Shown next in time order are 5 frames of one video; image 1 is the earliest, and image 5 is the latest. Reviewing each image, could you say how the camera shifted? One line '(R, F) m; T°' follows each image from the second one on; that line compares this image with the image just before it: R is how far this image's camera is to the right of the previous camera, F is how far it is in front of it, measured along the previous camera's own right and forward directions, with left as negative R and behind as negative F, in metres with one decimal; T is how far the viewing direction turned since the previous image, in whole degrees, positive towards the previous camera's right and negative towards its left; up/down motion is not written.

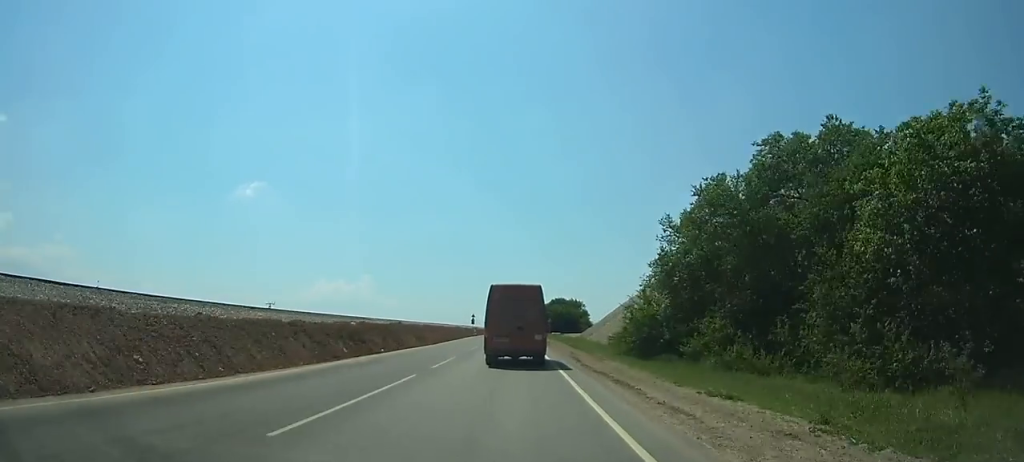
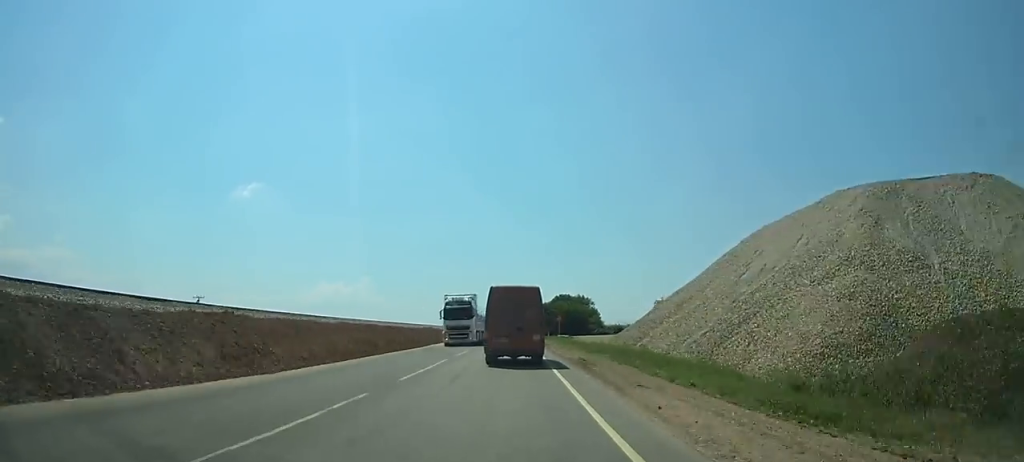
(-0.1, +27.7) m; 0°
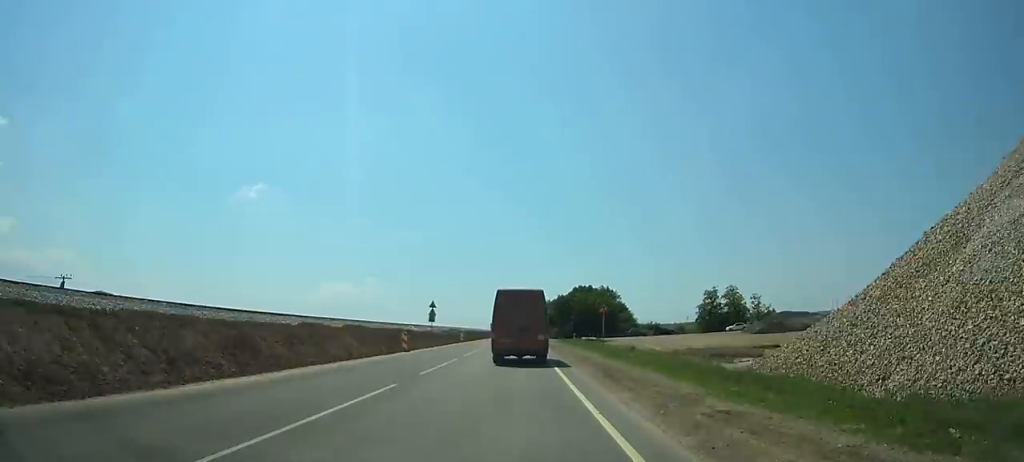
(0.0, +33.8) m; 0°
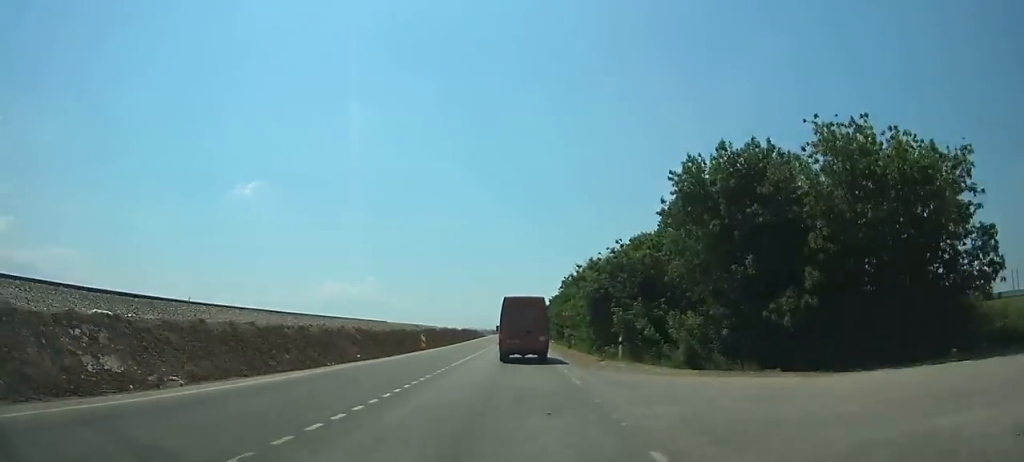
(-0.2, +93.3) m; 0°
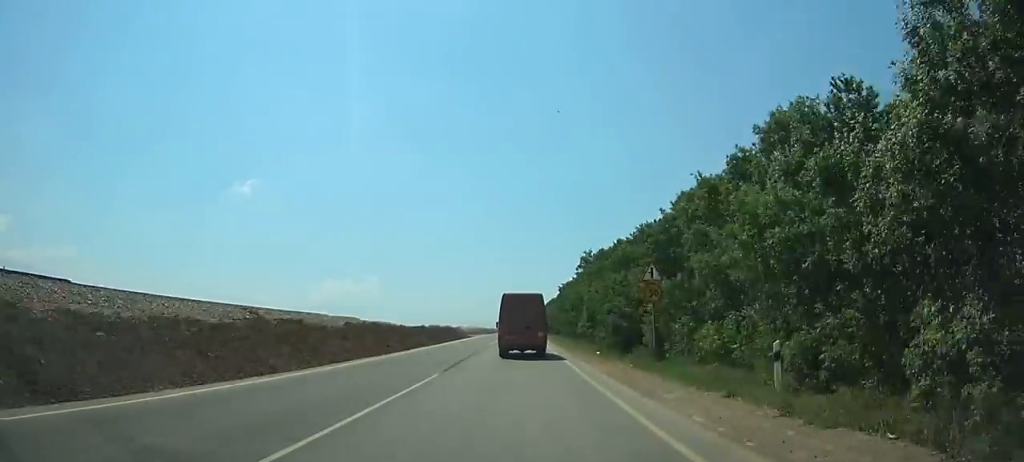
(-0.1, +40.4) m; 0°
